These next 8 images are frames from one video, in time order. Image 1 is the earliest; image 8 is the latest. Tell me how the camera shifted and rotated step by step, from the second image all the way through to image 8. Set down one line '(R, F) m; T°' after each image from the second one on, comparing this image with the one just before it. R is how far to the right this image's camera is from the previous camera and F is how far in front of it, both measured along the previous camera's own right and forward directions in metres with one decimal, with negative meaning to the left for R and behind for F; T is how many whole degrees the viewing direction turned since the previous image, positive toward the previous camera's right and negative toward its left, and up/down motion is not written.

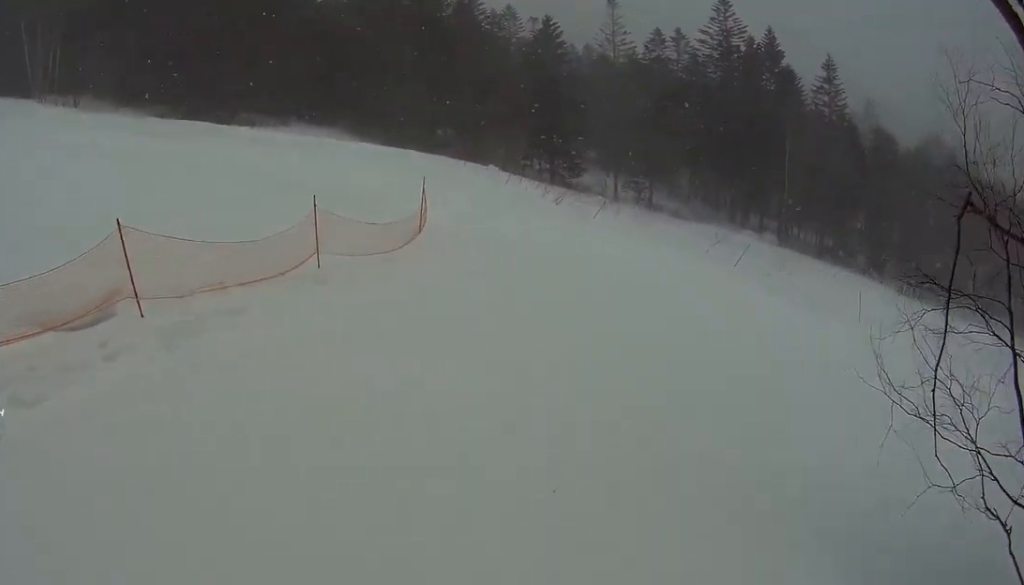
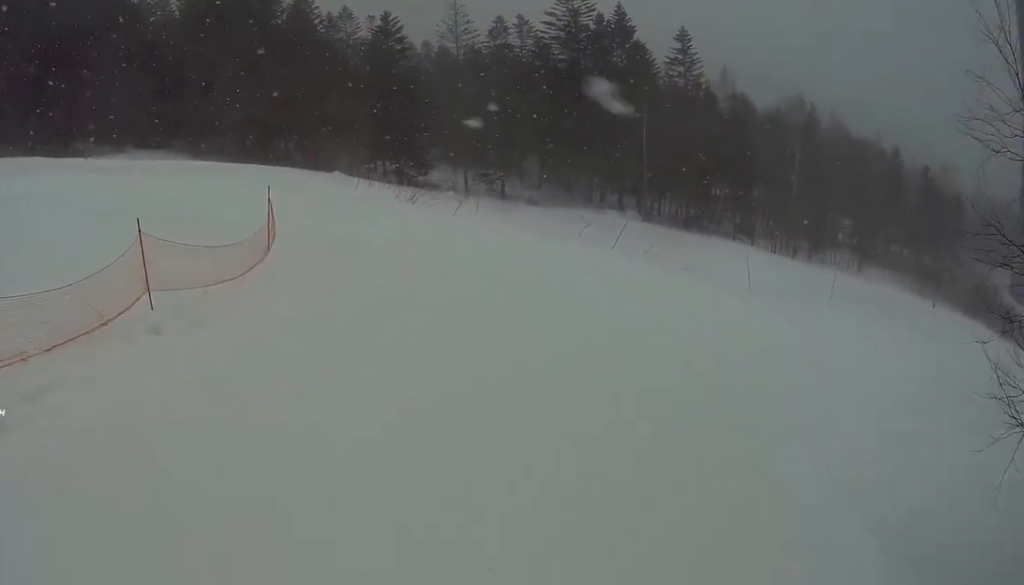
(-0.2, +2.4) m; +7°
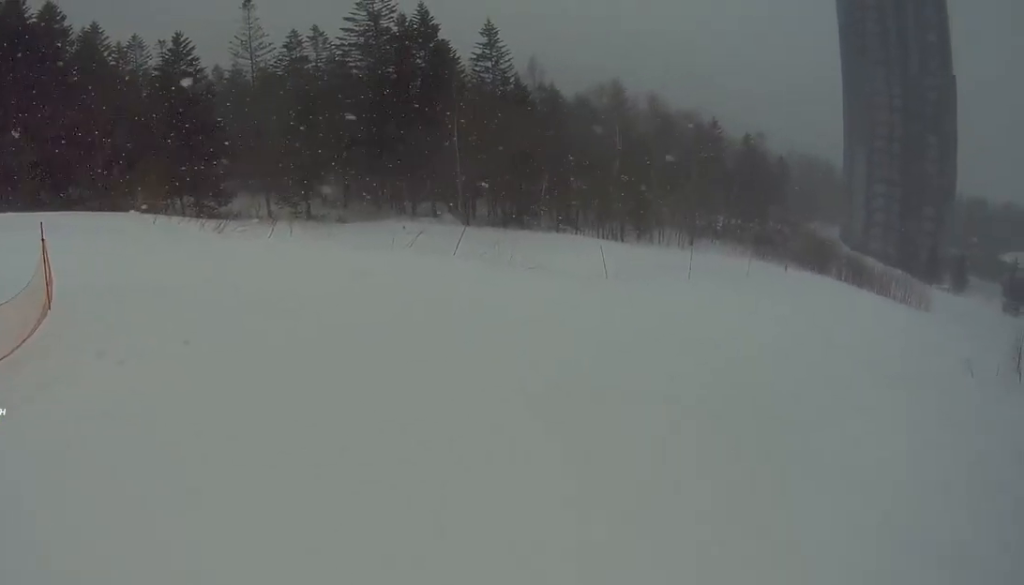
(+0.7, +3.2) m; +24°
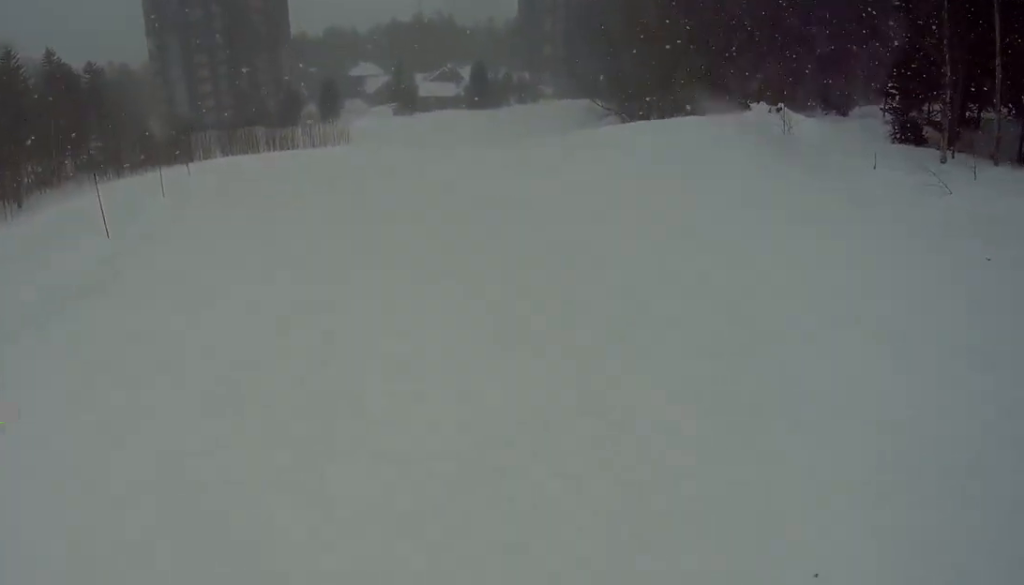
(+10.1, +9.0) m; +82°
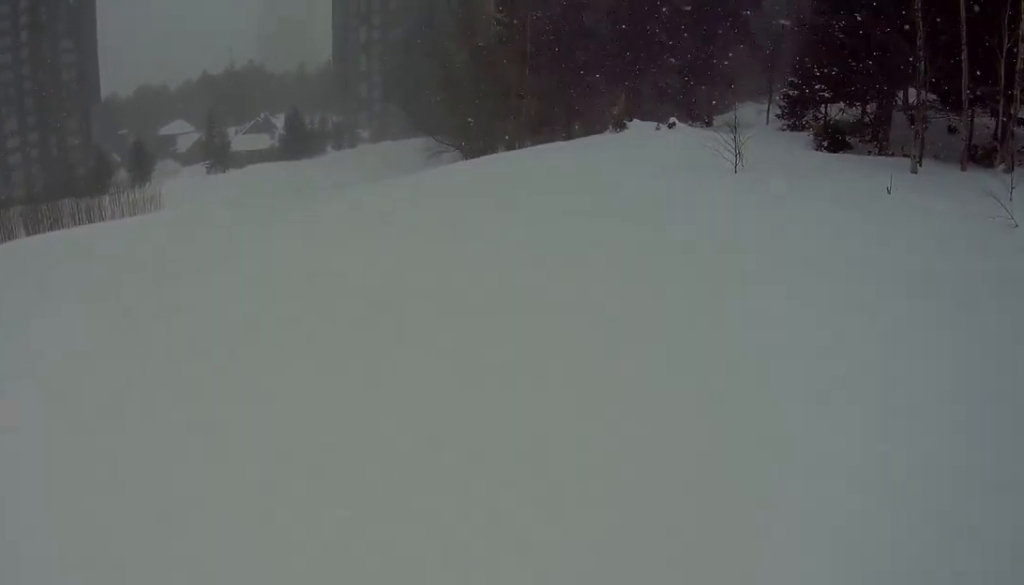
(+0.6, +4.7) m; +18°
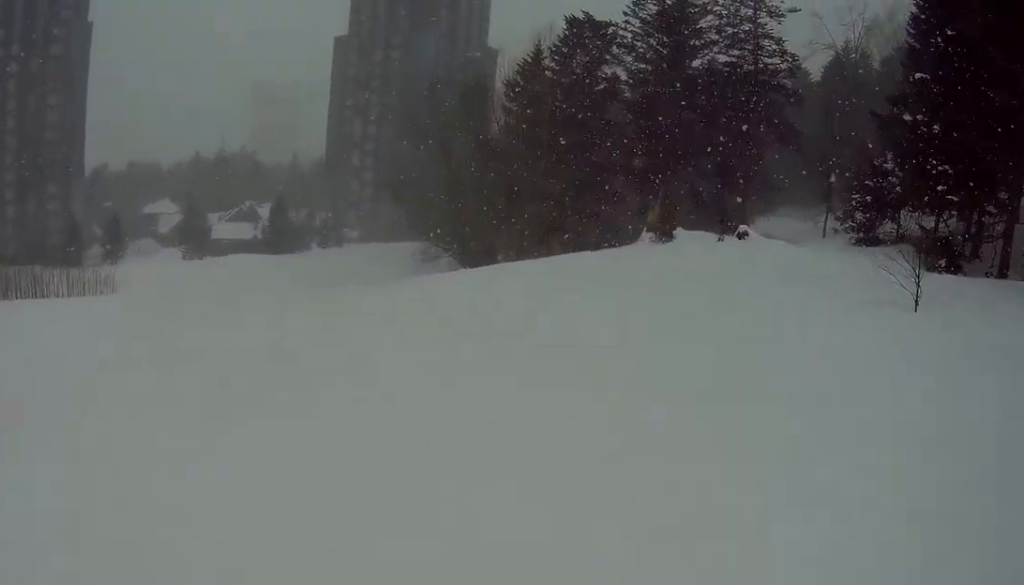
(+1.4, +5.4) m; +3°
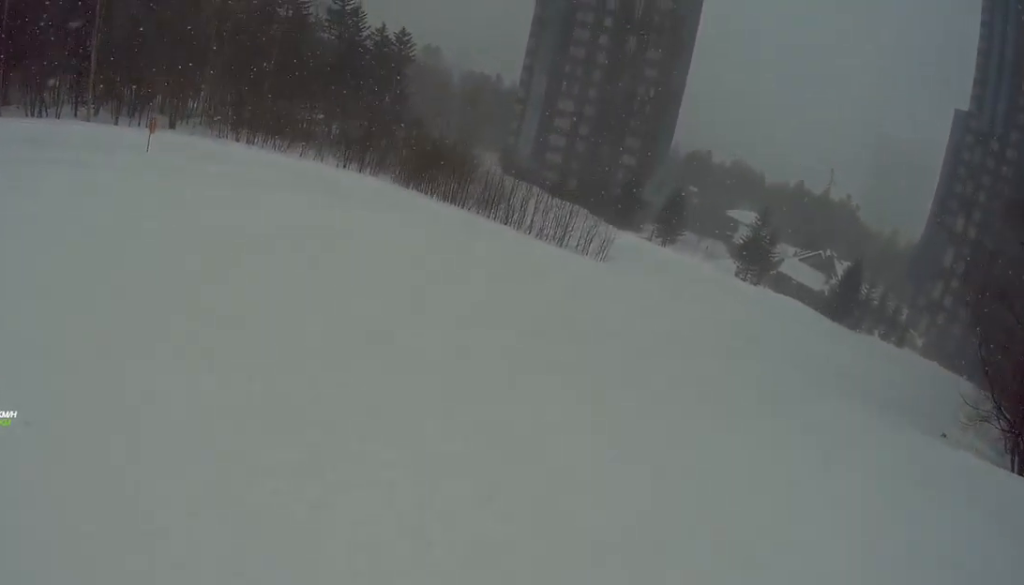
(-3.2, +6.6) m; -43°
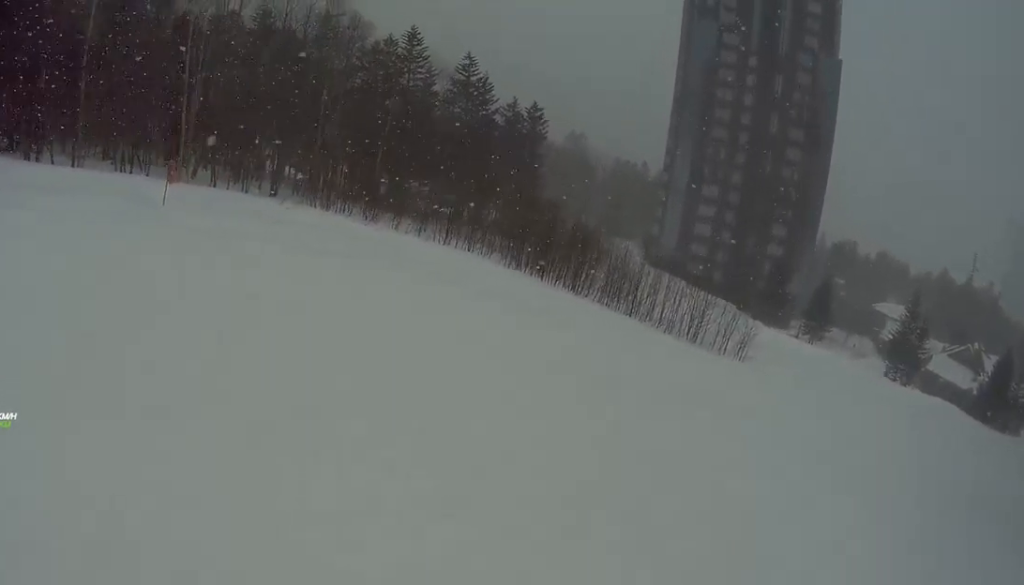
(-0.6, +3.2) m; -10°
